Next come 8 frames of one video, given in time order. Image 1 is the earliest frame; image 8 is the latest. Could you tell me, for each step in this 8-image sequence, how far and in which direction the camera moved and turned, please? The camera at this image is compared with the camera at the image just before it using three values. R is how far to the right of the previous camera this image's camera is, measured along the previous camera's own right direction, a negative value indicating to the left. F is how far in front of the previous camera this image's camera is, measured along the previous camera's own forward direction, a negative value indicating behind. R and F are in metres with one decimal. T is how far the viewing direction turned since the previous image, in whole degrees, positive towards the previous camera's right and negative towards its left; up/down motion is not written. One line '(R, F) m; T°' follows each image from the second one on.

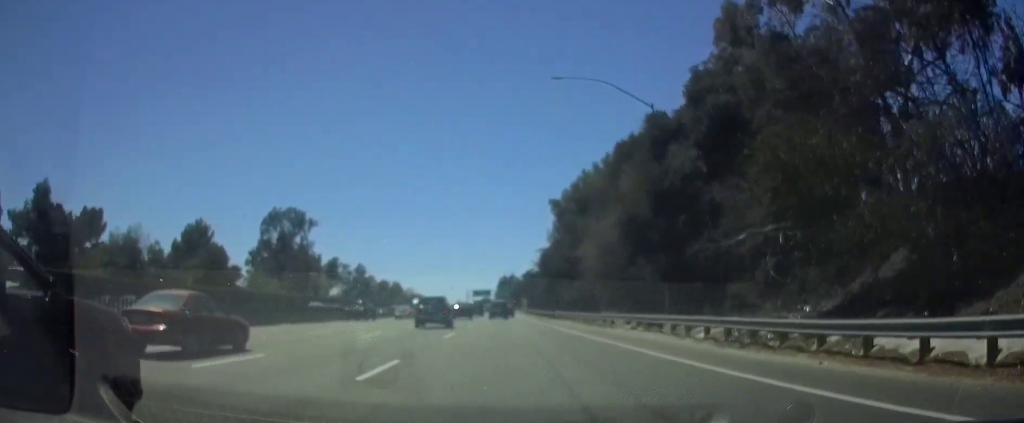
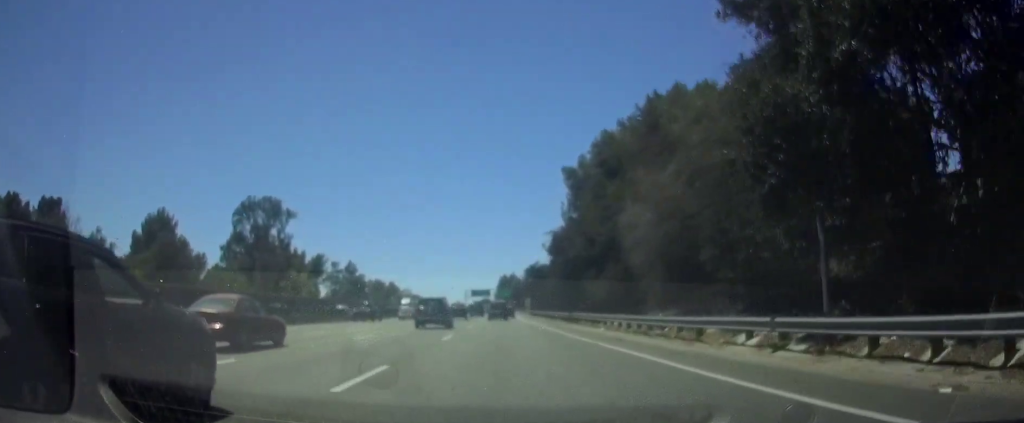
(+0.1, +15.8) m; 0°
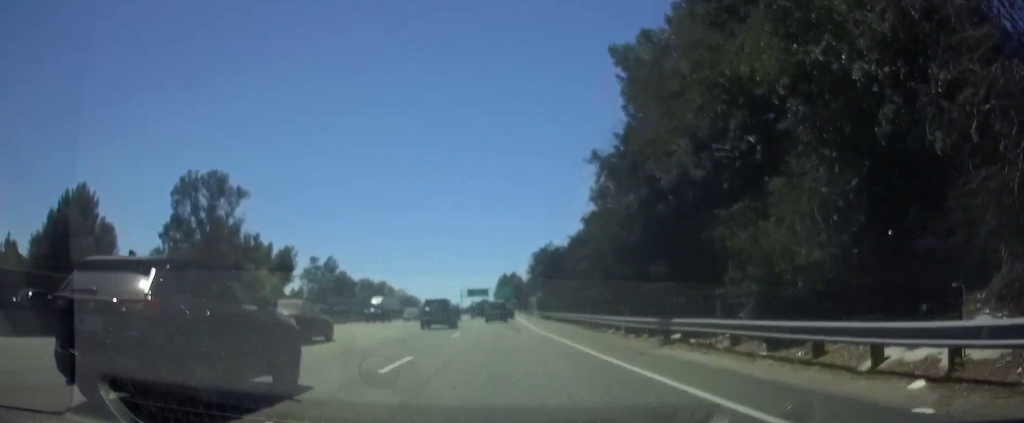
(0.0, +25.8) m; 0°
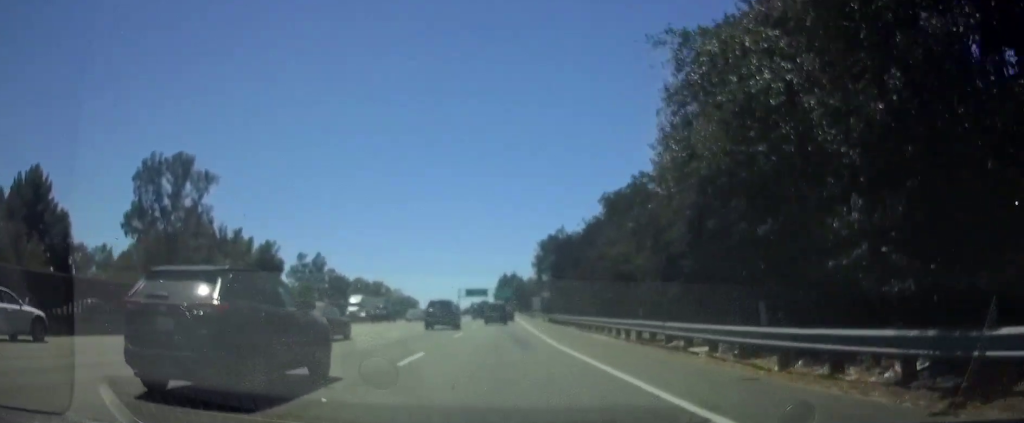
(0.0, +12.6) m; 0°
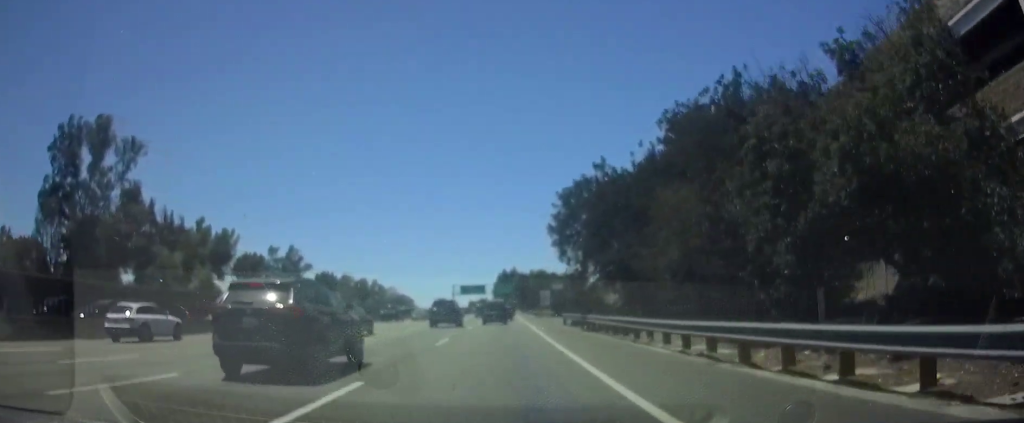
(0.0, +21.7) m; 0°
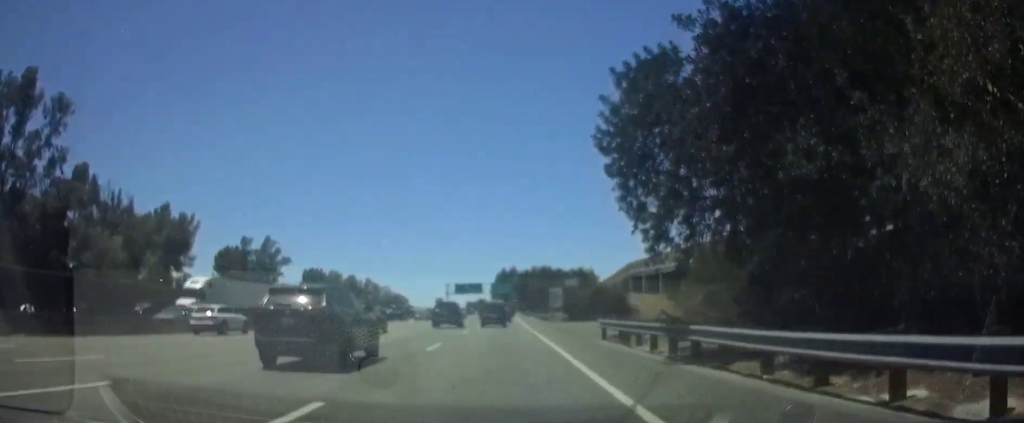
(0.0, +16.7) m; 0°
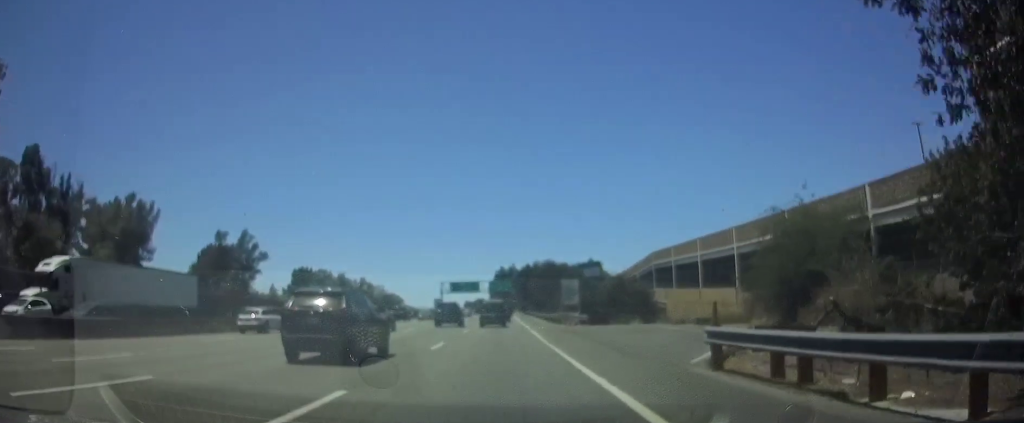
(0.0, +13.2) m; 0°
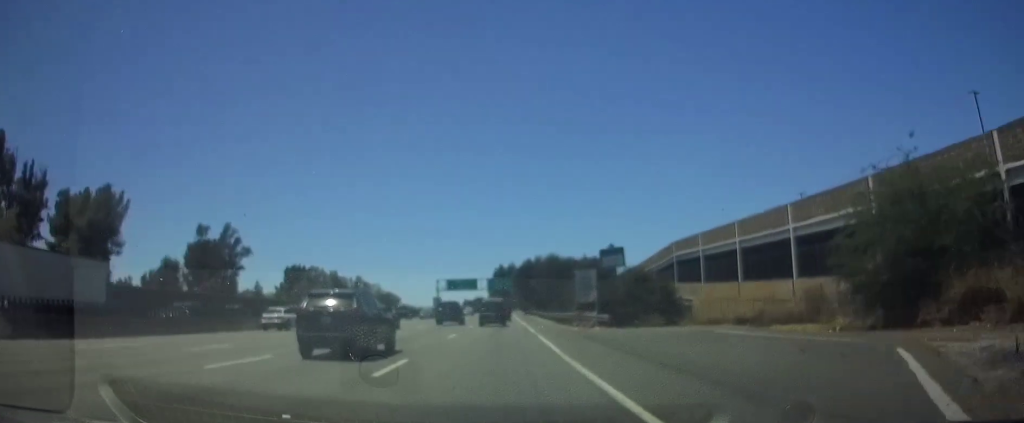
(+0.1, +8.6) m; 0°
